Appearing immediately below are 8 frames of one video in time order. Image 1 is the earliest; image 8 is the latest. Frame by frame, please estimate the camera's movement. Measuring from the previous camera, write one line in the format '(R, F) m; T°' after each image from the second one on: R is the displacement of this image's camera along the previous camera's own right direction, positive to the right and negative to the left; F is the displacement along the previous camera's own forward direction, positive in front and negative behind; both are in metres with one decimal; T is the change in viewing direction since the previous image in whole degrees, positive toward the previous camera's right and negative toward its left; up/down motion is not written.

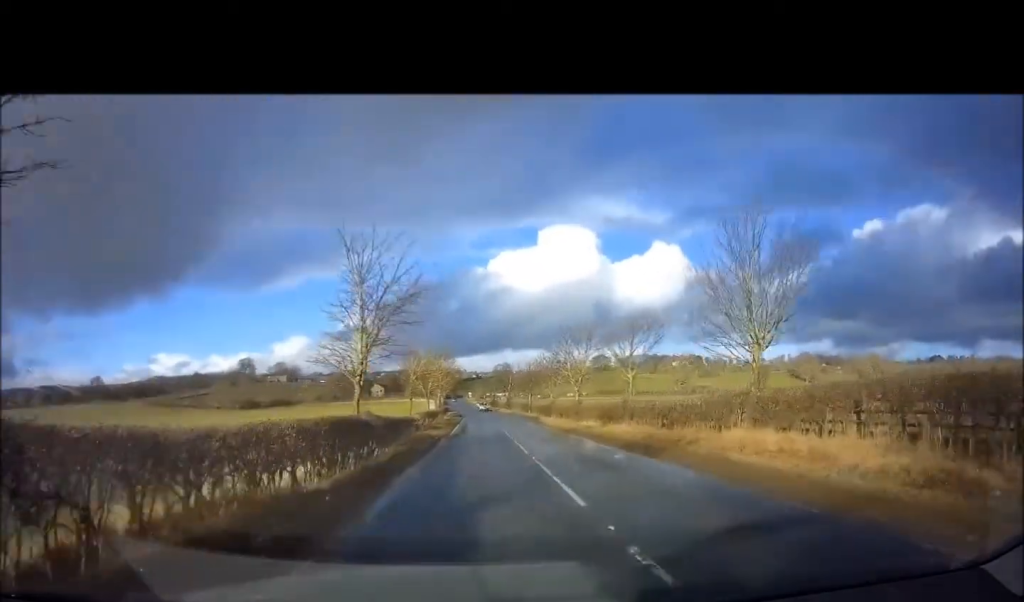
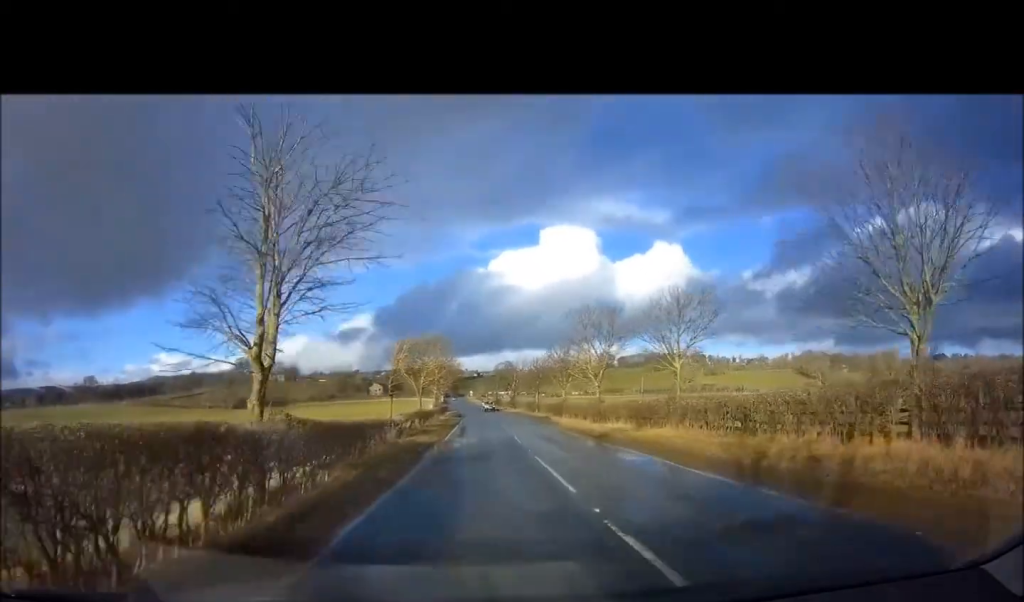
(+0.1, +7.8) m; +1°
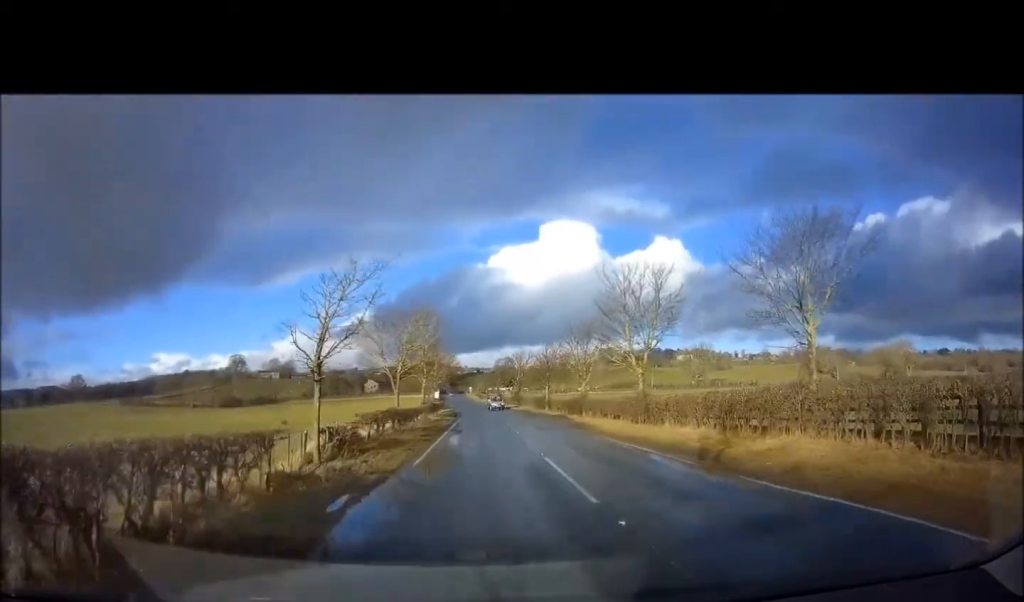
(0.0, +11.1) m; 0°
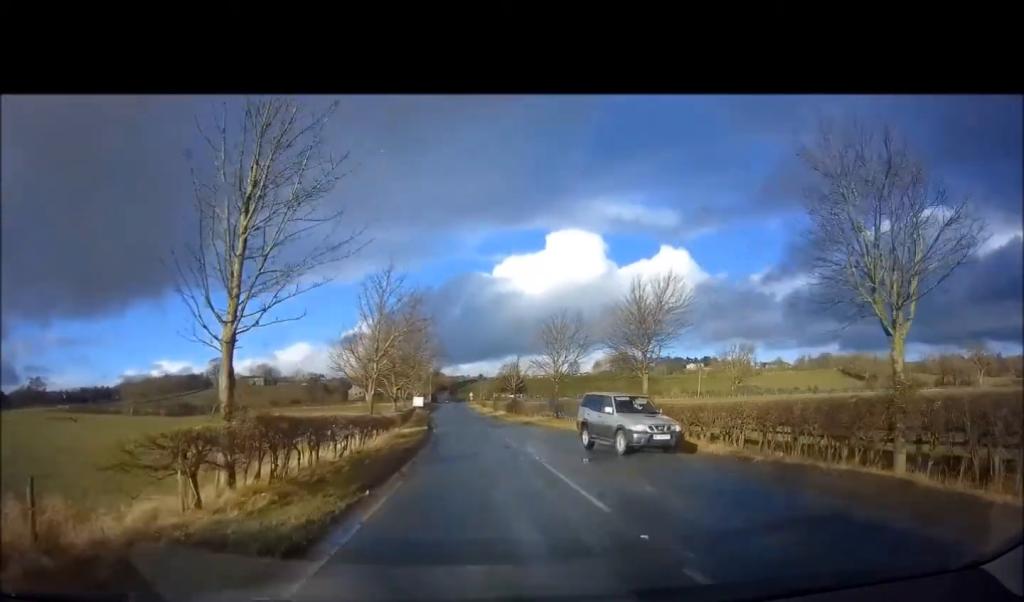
(-0.1, +35.9) m; -1°
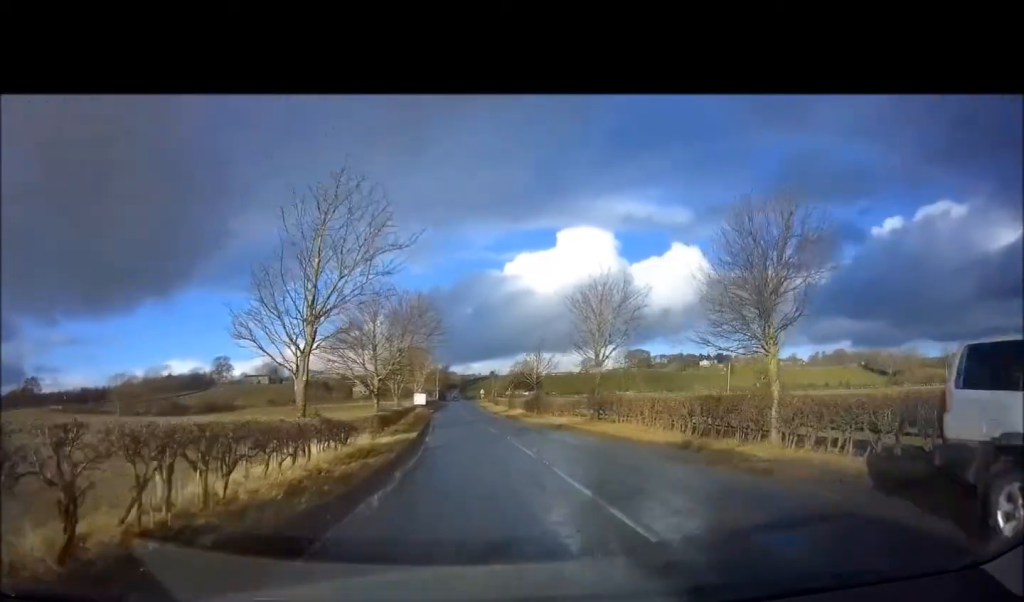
(0.0, +11.1) m; -1°
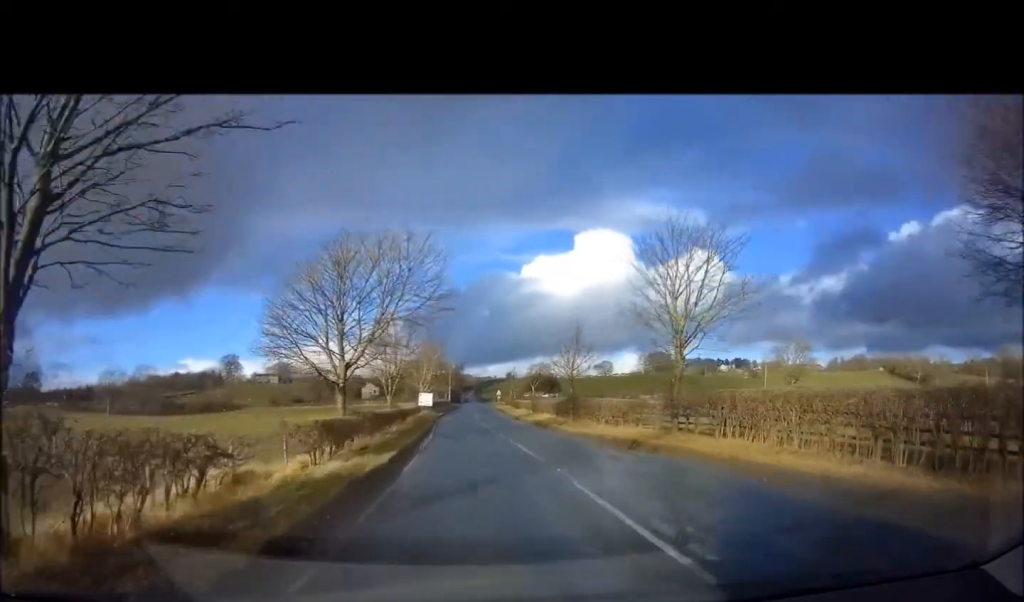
(-0.2, +10.4) m; -1°
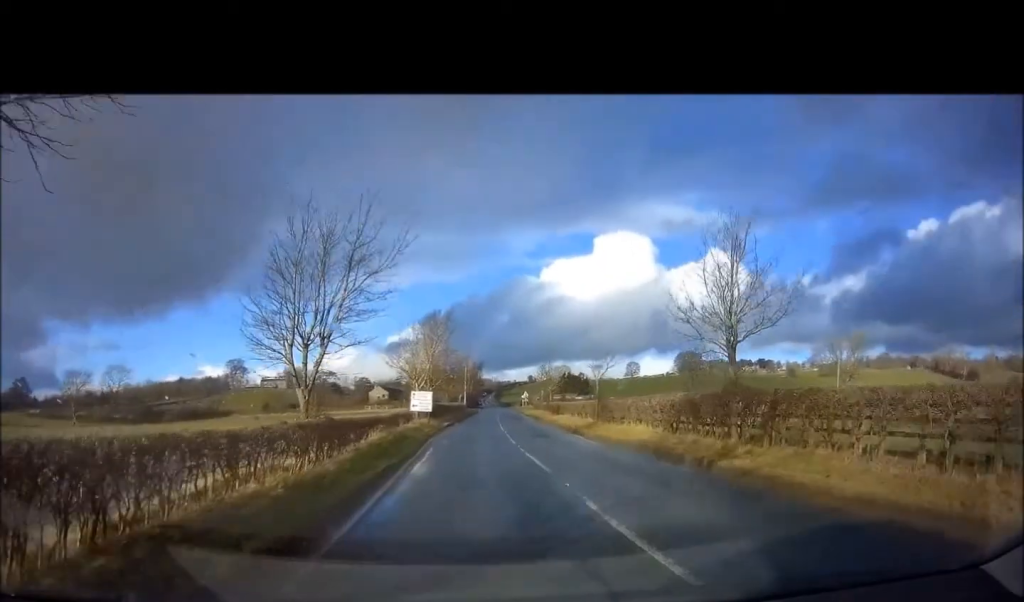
(-0.4, +20.1) m; -1°
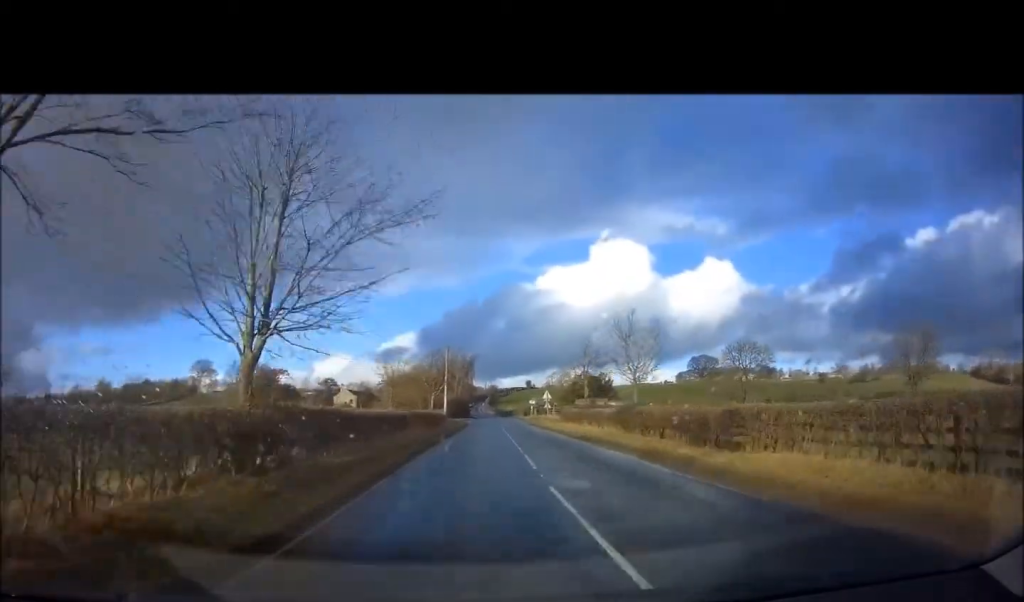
(-0.1, +34.4) m; +1°
